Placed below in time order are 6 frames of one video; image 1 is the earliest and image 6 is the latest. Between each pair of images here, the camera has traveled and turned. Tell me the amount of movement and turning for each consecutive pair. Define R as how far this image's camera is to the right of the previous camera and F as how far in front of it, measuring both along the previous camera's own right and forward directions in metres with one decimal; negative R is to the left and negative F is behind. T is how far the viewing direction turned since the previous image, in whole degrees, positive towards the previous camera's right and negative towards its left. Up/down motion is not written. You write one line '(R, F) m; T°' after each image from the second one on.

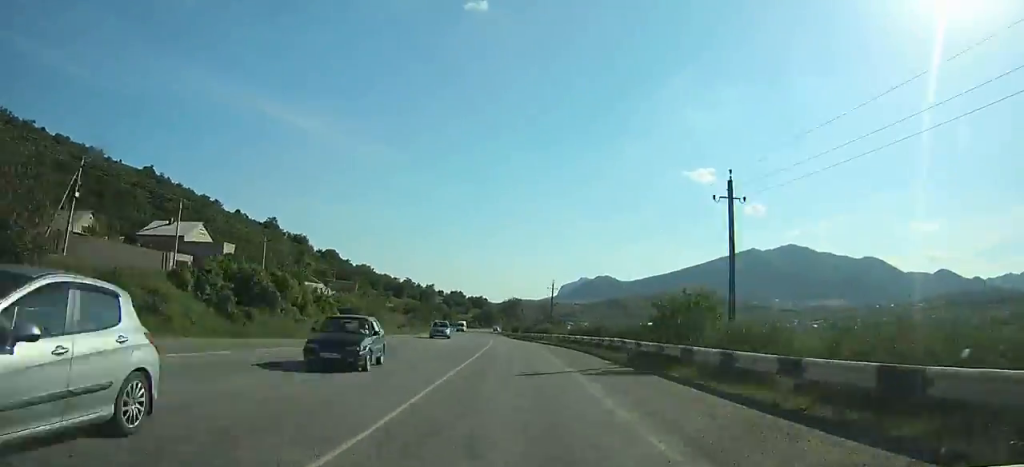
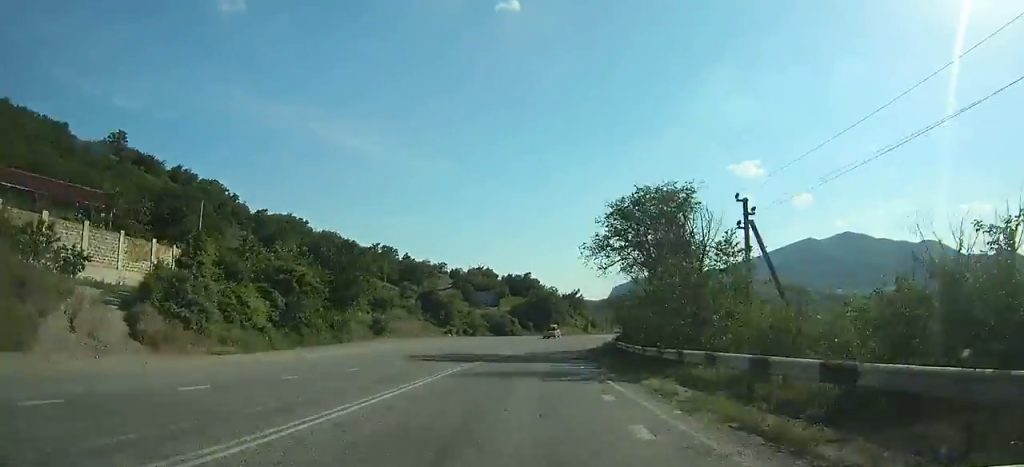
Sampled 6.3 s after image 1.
(-6.8, +122.1) m; -2°
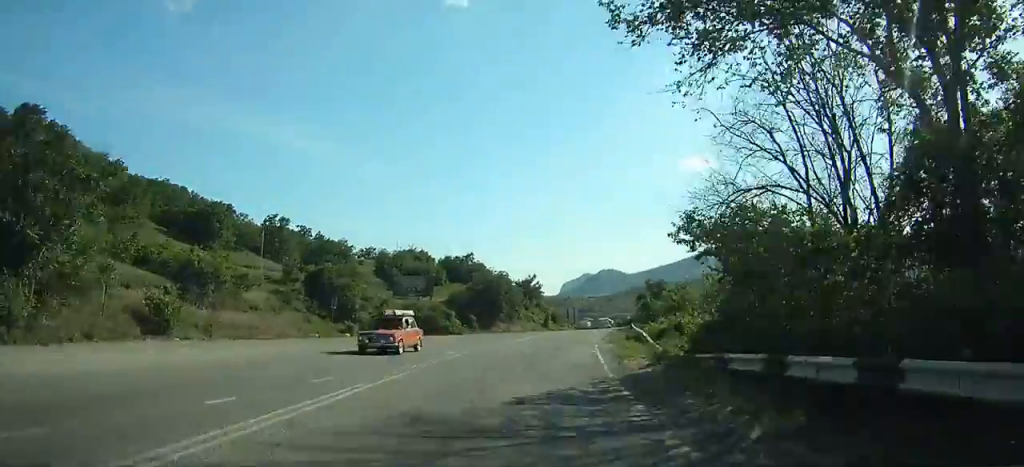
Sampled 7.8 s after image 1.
(+1.3, +27.9) m; +3°
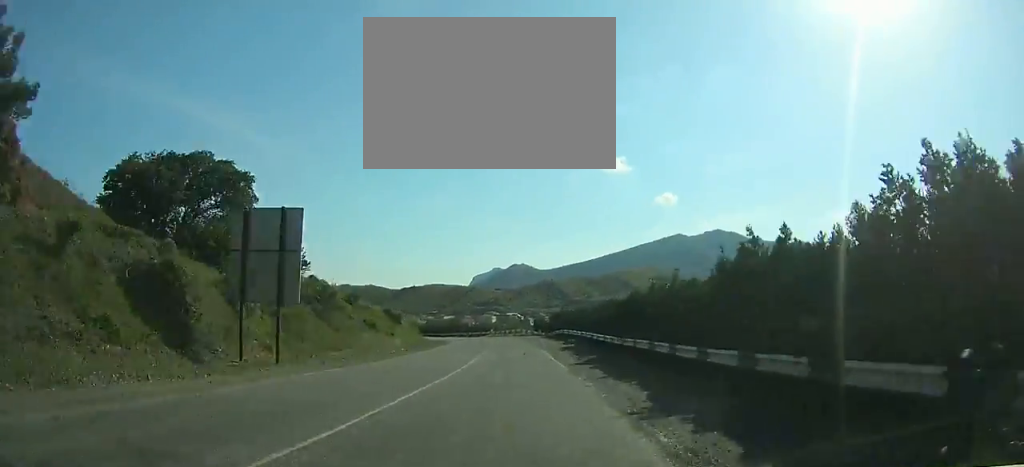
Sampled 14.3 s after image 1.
(+11.8, +117.7) m; +6°
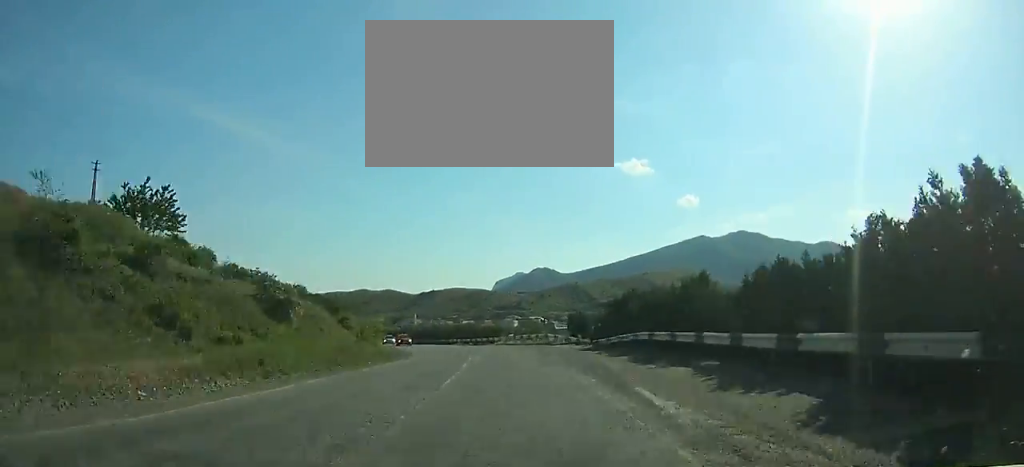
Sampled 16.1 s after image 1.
(-0.3, +32.4) m; -3°
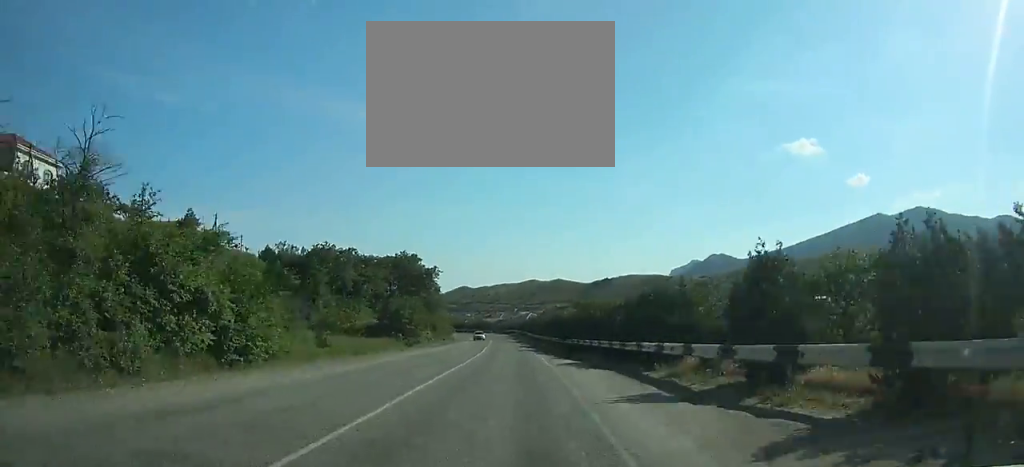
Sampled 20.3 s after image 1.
(-7.7, +72.0) m; -12°
